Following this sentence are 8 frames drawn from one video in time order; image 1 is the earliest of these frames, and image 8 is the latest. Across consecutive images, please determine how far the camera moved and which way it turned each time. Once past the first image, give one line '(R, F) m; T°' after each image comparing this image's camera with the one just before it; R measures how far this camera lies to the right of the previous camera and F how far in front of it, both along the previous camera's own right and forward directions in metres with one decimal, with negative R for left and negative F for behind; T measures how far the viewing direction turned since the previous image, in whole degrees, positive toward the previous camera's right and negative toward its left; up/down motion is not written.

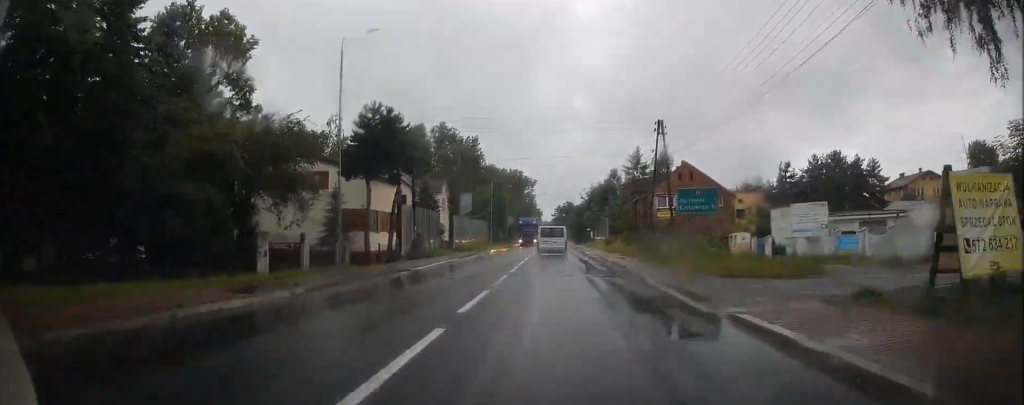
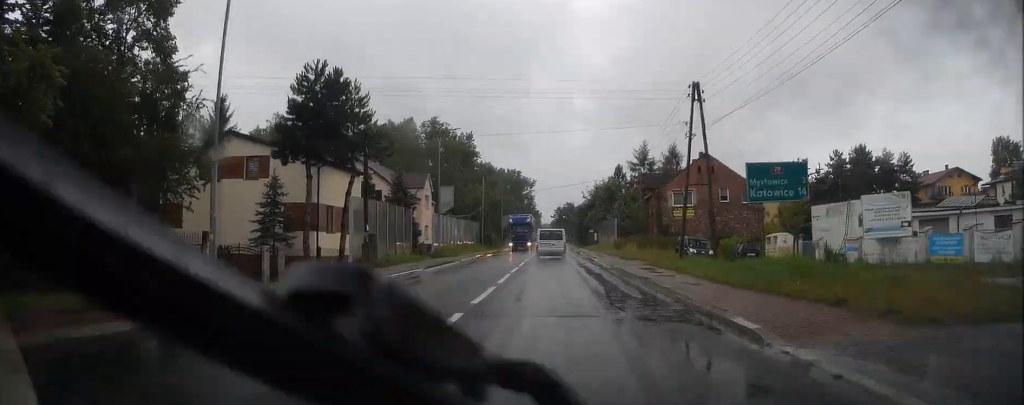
(0.0, +9.8) m; +1°
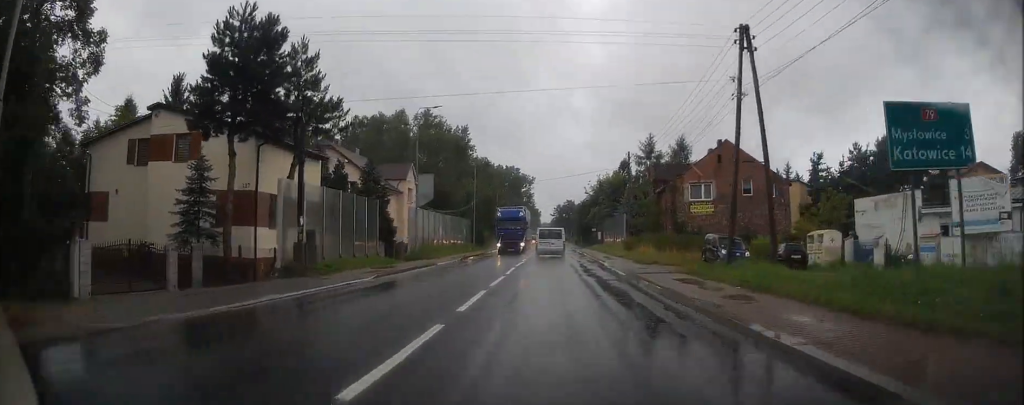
(+0.1, +7.7) m; 0°
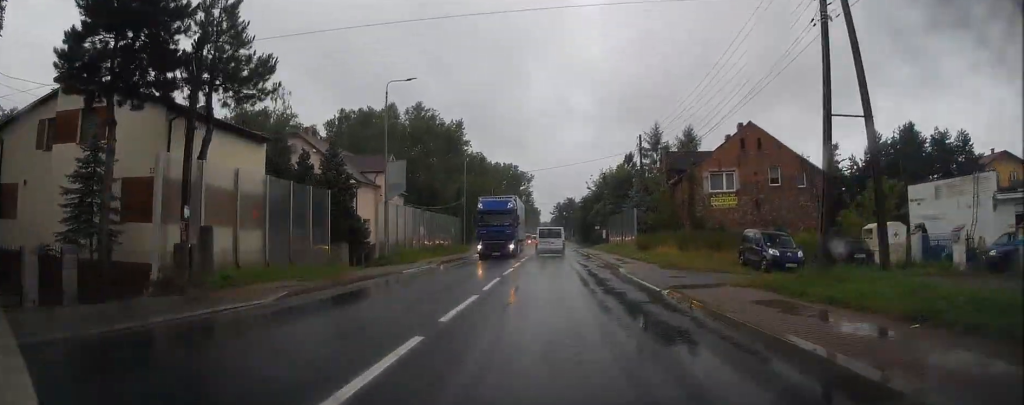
(+0.1, +6.7) m; 0°
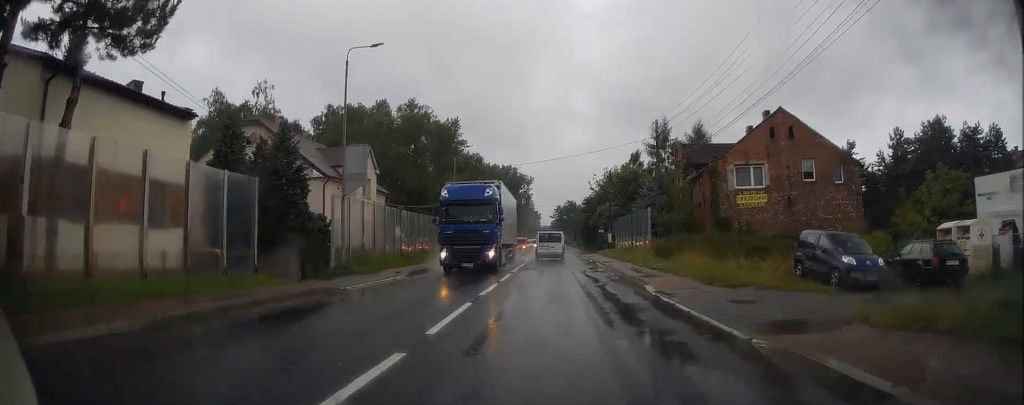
(-0.1, +6.7) m; 0°
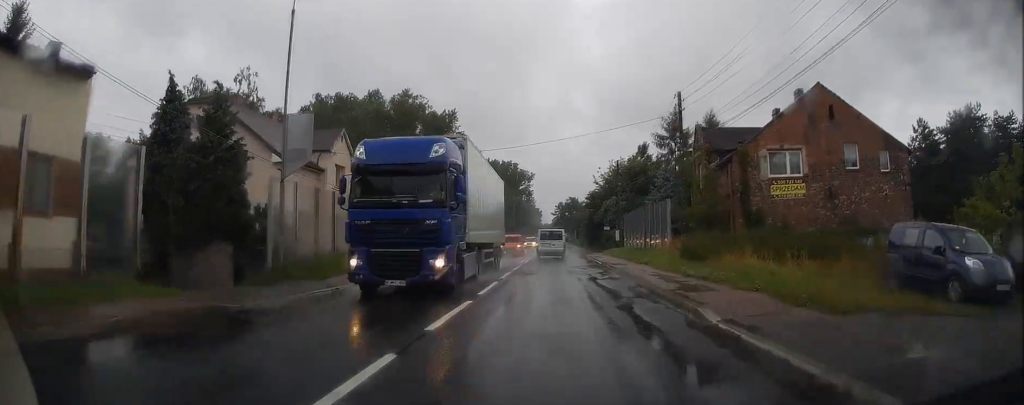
(0.0, +6.2) m; 0°
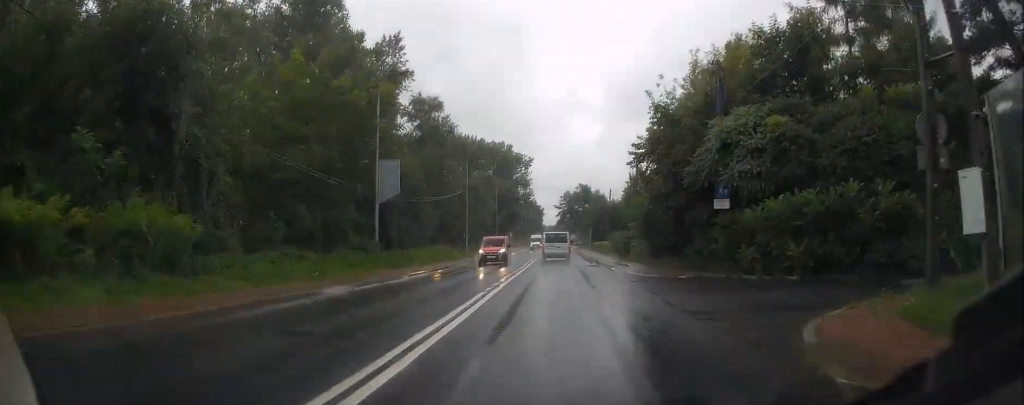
(-0.3, +48.7) m; -1°
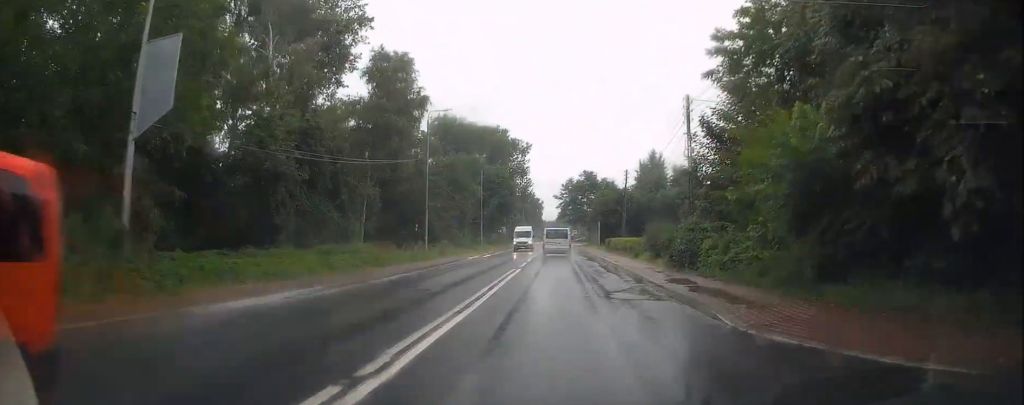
(0.0, +18.6) m; 0°
